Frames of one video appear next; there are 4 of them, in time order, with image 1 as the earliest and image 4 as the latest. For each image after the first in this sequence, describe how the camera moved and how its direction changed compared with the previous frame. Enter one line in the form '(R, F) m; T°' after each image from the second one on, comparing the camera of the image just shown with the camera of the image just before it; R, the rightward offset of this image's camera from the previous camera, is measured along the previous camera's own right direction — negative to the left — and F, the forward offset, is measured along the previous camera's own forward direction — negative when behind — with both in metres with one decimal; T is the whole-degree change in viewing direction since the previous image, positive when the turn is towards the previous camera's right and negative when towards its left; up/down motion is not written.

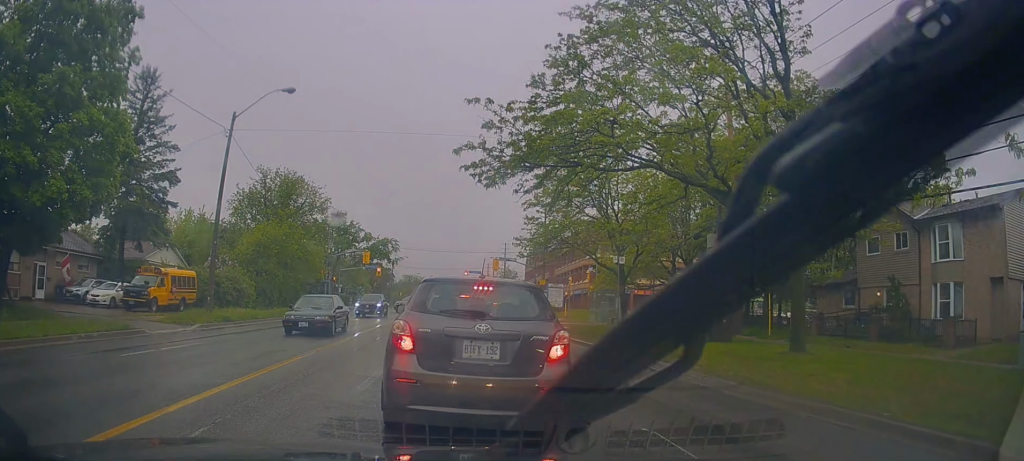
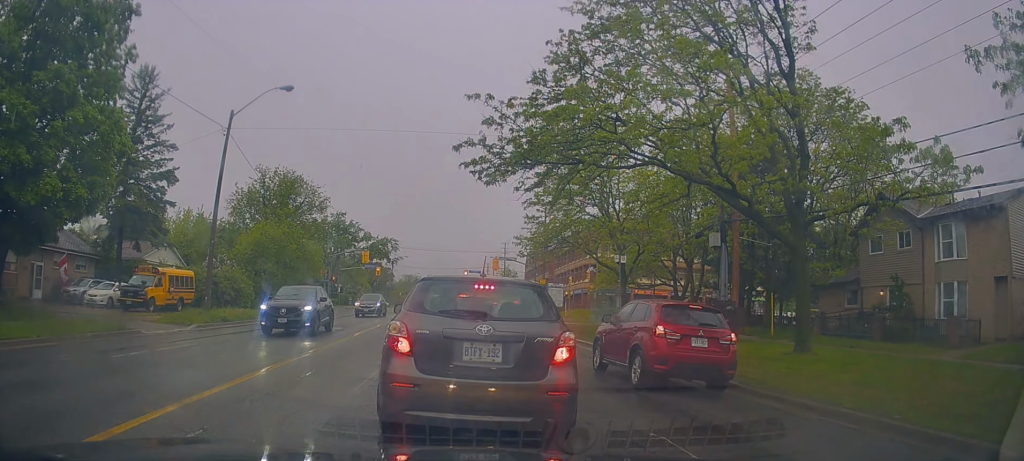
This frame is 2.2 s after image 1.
(-0.3, +0.3) m; 0°
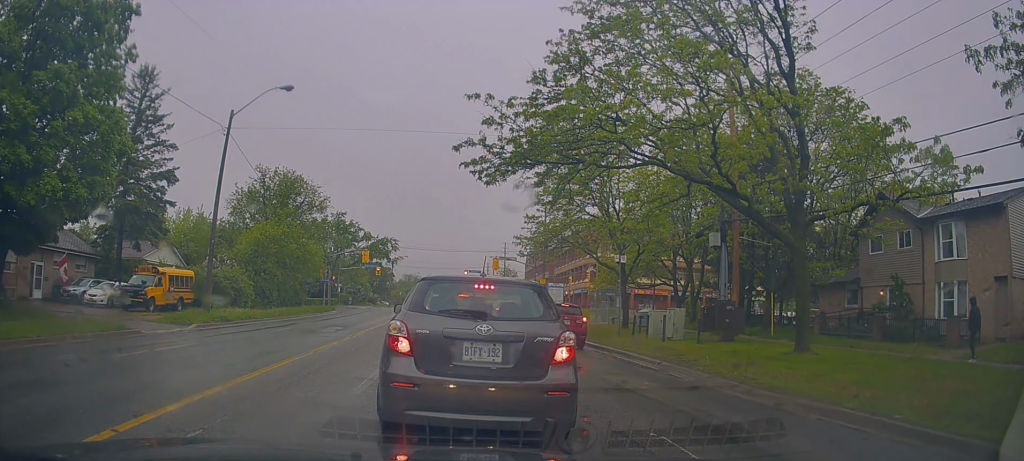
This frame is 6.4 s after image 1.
(+0.1, +0.5) m; 0°
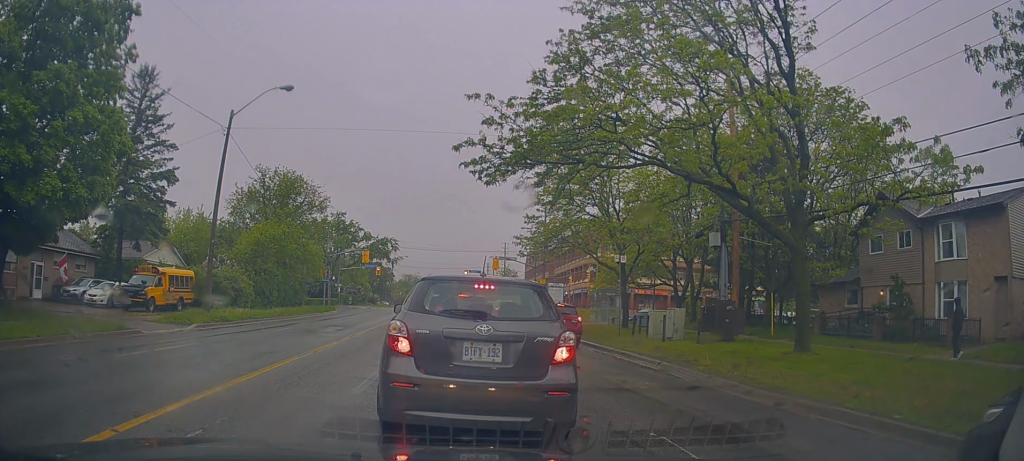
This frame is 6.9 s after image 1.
(0.0, 0.0) m; 0°
